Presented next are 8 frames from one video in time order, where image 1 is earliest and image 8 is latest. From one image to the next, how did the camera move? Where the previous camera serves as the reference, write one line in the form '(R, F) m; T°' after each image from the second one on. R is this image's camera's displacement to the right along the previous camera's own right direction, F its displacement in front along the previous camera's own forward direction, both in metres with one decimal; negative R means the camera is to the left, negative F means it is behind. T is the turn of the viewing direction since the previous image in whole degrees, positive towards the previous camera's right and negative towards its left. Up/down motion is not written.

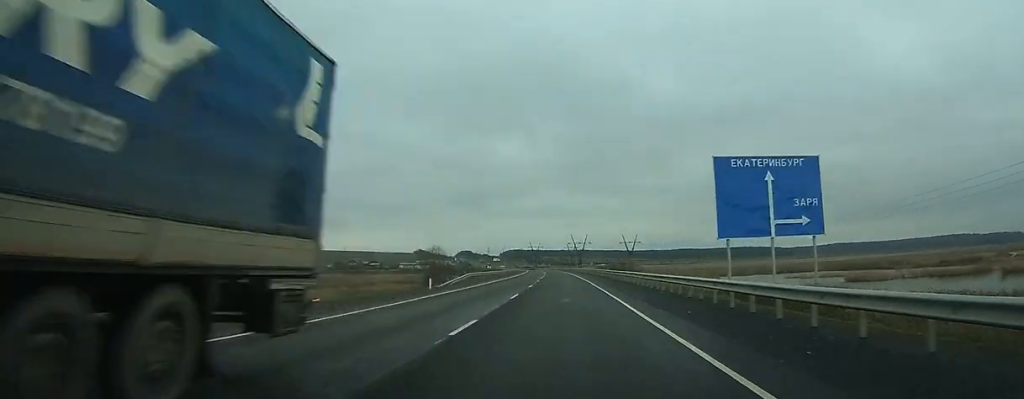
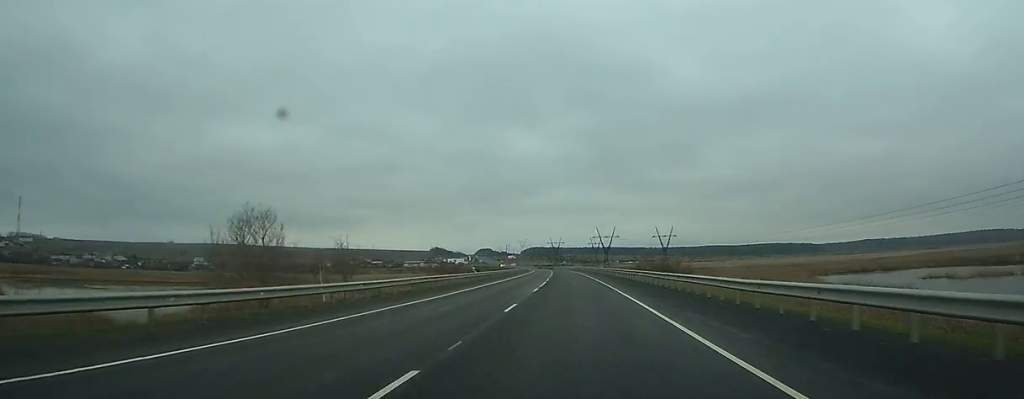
(-1.2, +65.2) m; -2°
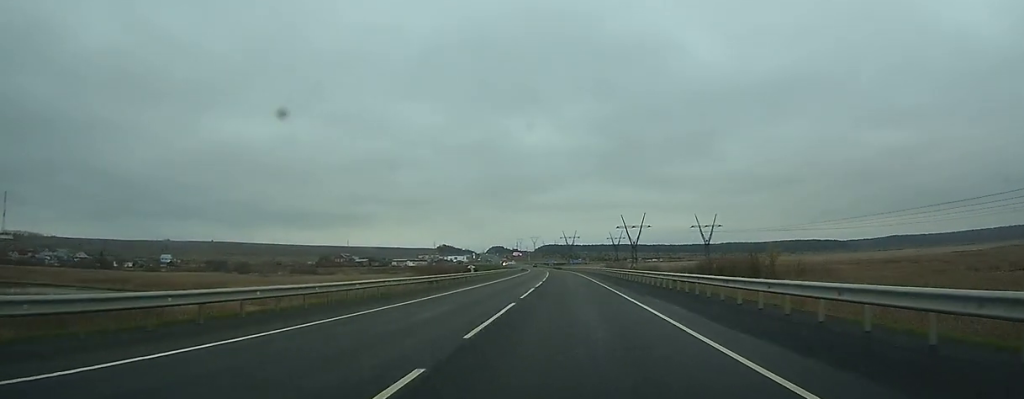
(-1.6, +83.8) m; -2°
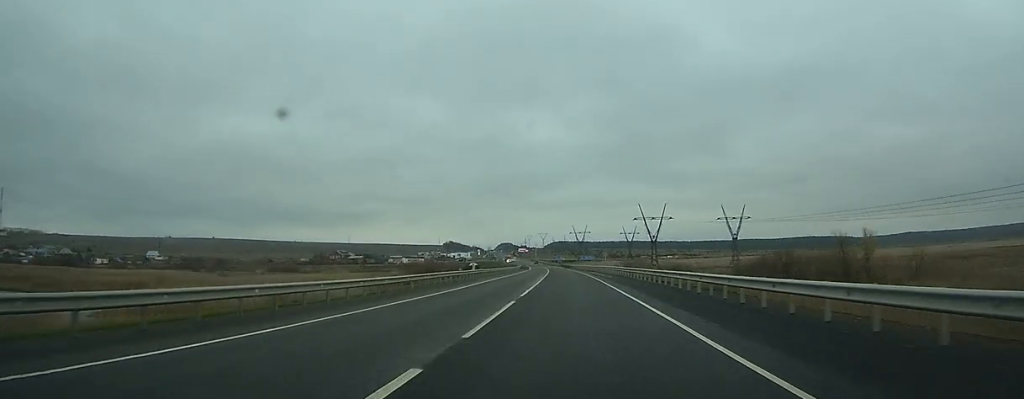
(-0.2, +34.6) m; -1°
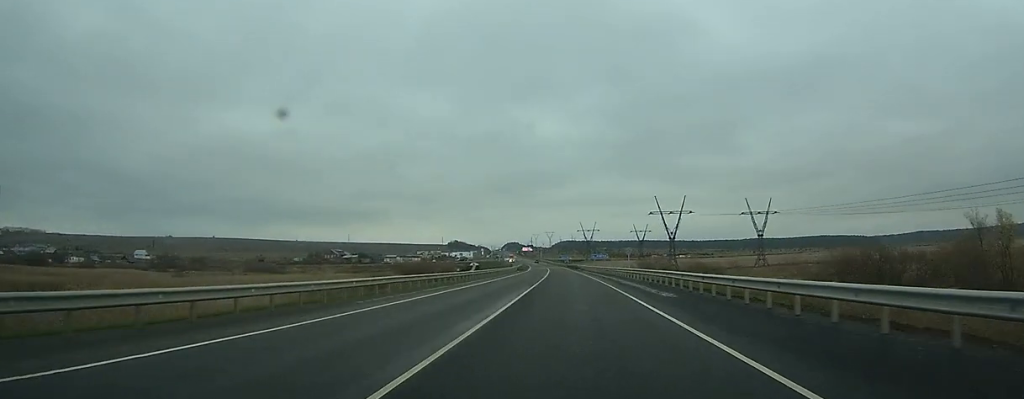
(-0.2, +26.1) m; -1°
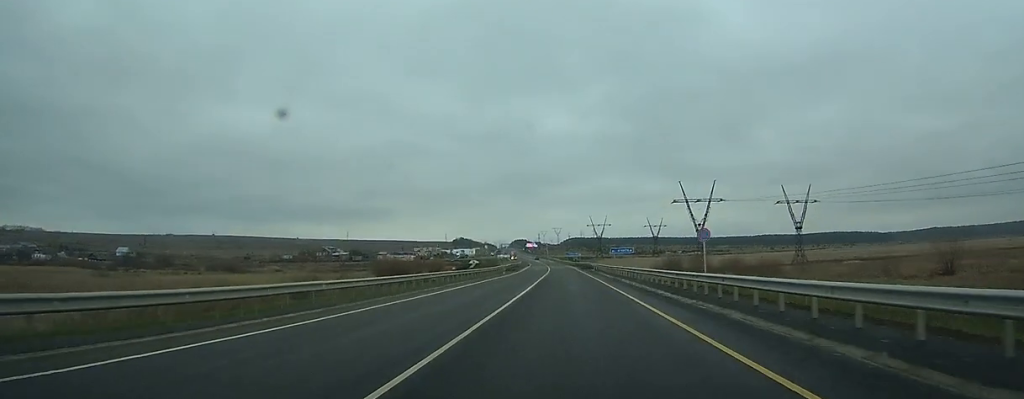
(-0.2, +33.3) m; -1°
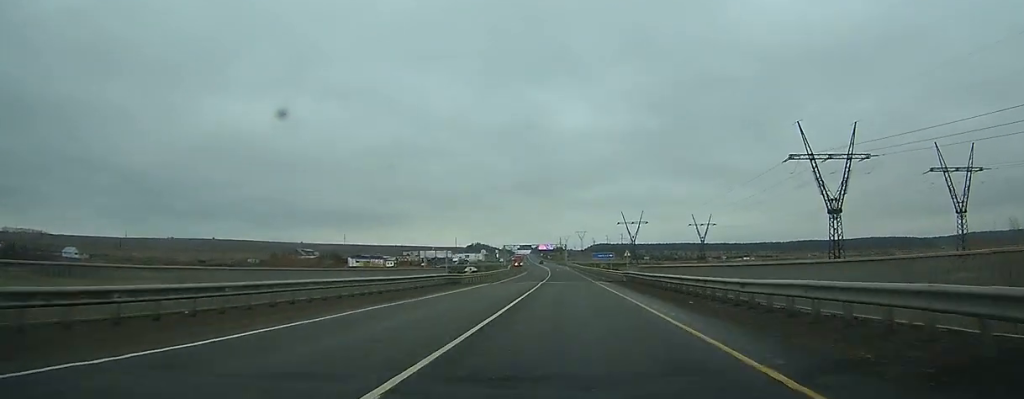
(-1.3, +84.8) m; -2°
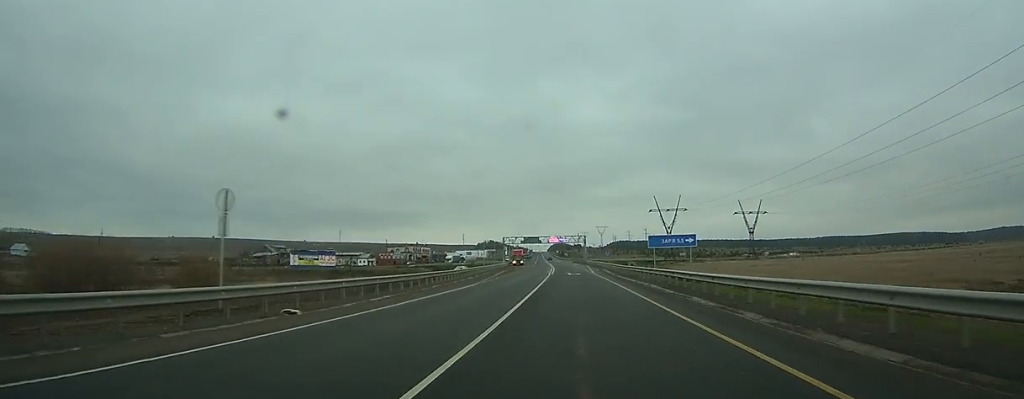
(-1.3, +69.2) m; -2°
